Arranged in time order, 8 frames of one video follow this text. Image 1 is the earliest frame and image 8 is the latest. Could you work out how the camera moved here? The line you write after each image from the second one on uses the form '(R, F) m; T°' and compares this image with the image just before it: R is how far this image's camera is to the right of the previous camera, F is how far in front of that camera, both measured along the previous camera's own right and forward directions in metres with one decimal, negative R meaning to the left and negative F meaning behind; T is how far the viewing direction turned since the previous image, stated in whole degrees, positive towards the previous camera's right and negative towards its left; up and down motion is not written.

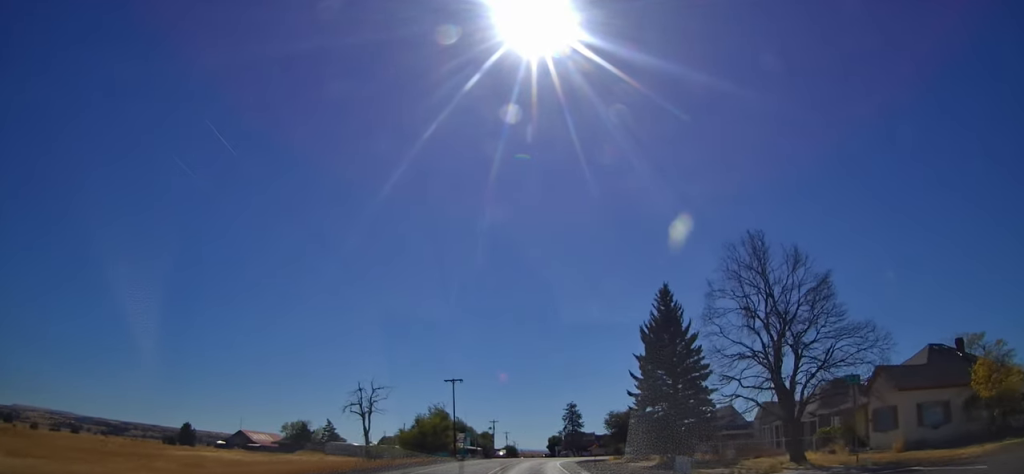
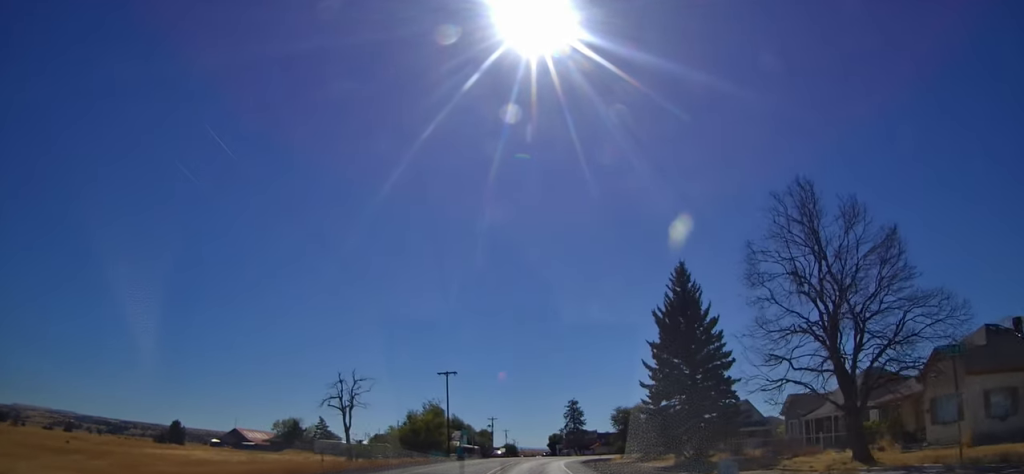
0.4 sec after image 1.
(+0.1, +6.1) m; +1°
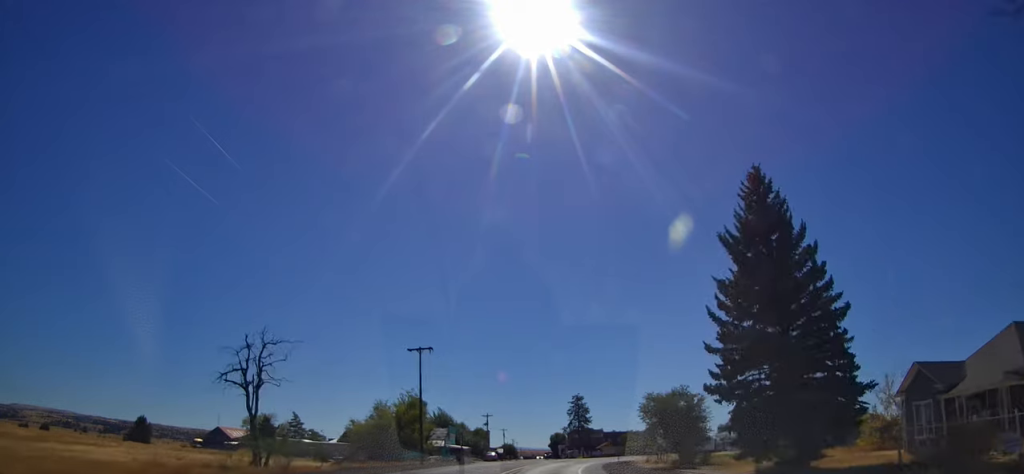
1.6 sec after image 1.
(+0.6, +17.7) m; 0°
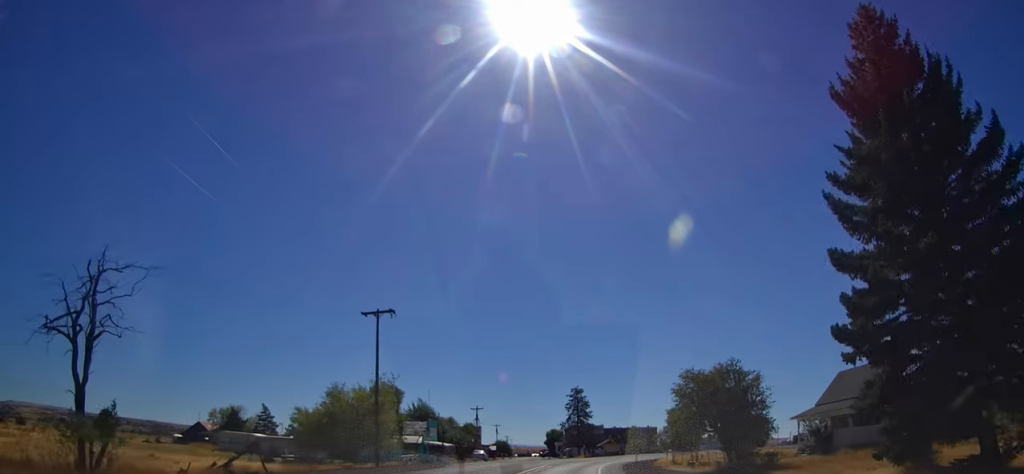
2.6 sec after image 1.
(-0.3, +13.8) m; -2°
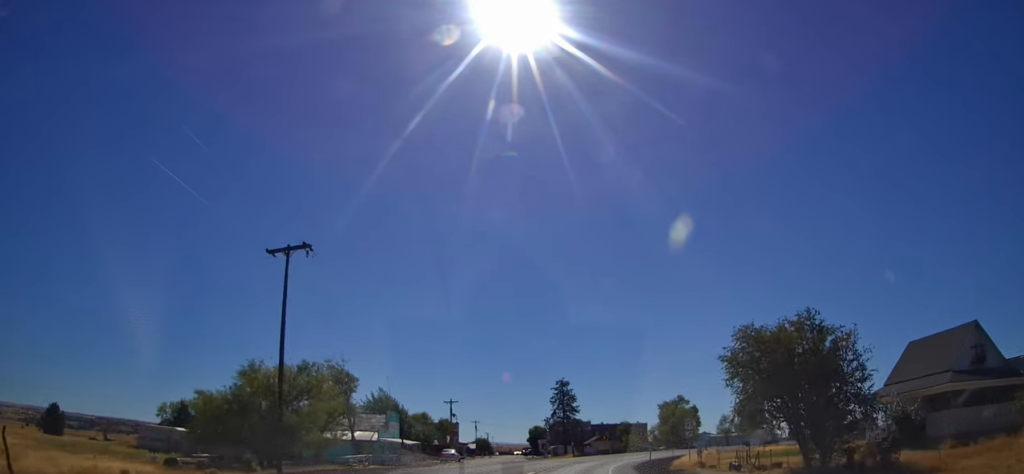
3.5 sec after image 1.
(-0.1, +13.4) m; +1°
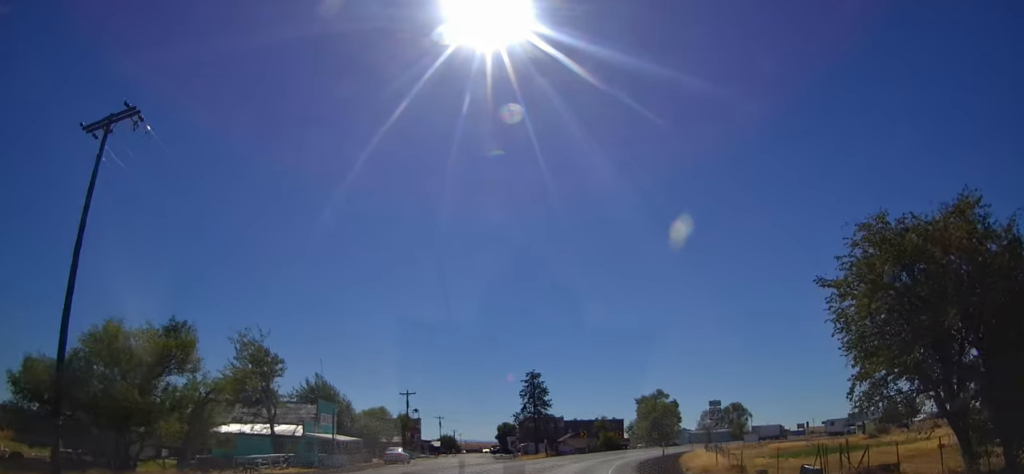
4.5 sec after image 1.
(+0.4, +12.9) m; +3°
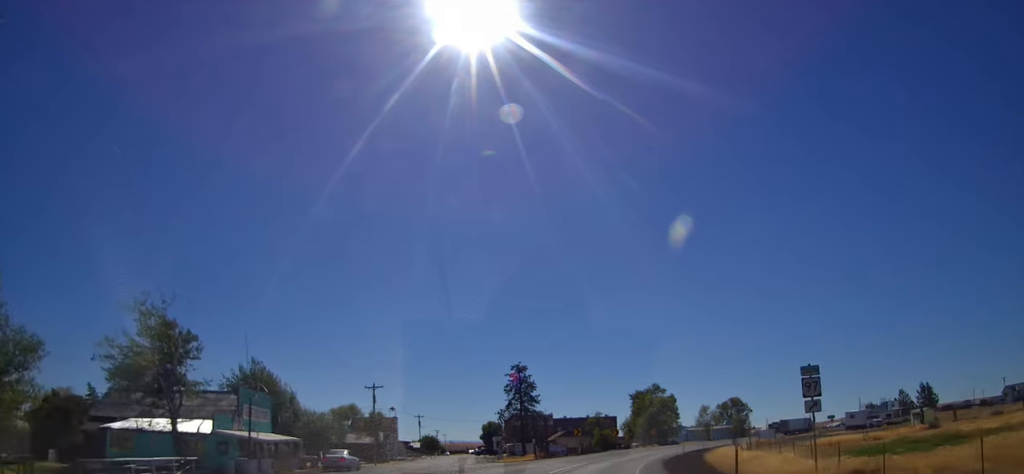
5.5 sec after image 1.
(+0.3, +12.5) m; +2°
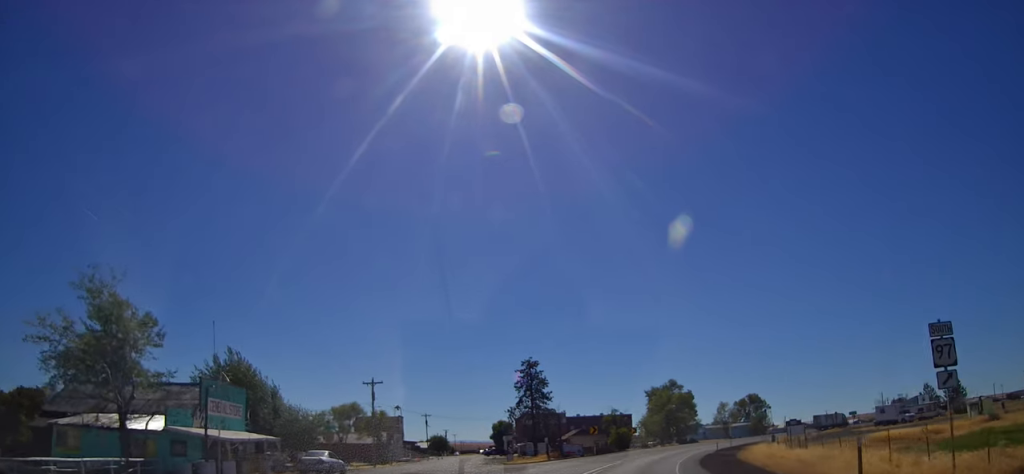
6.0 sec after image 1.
(+0.4, +6.5) m; 0°
